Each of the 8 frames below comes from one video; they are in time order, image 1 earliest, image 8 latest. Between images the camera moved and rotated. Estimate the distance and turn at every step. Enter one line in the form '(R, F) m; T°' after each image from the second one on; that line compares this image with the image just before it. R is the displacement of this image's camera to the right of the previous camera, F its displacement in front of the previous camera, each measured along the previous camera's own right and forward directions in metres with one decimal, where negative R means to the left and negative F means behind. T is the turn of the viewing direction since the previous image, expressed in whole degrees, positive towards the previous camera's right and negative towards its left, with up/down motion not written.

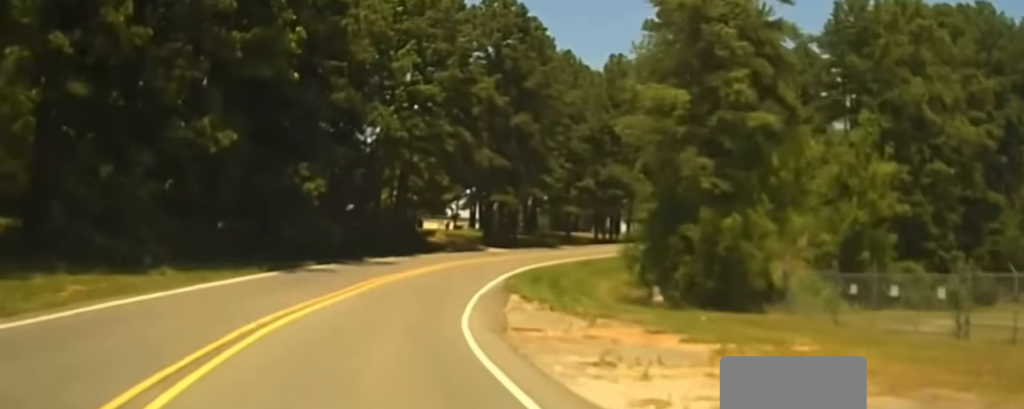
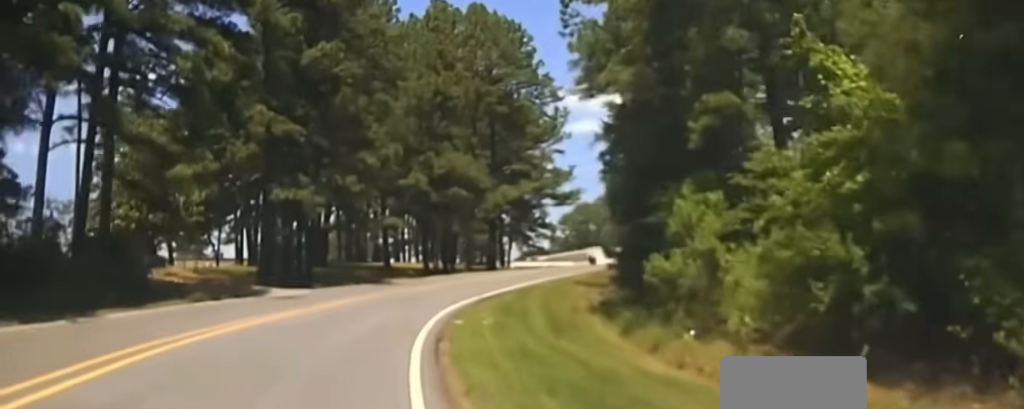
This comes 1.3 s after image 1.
(+4.1, +34.4) m; +15°
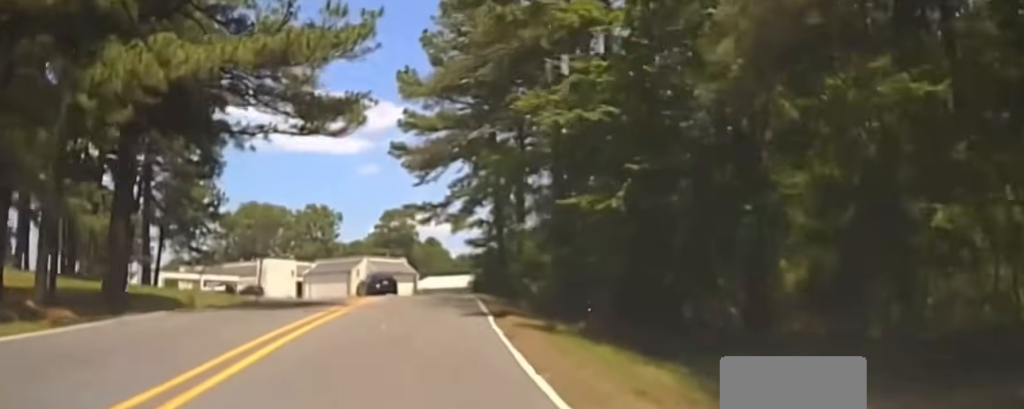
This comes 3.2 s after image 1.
(+8.4, +48.2) m; +17°
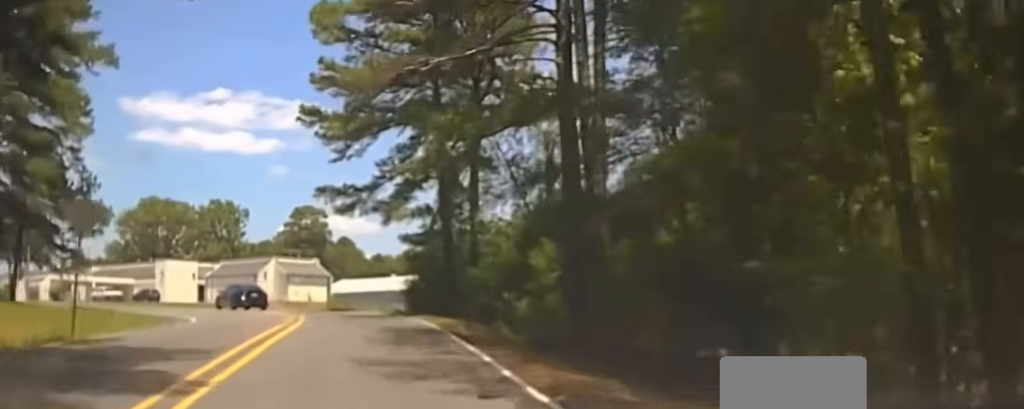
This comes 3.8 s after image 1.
(+0.8, +15.5) m; +3°
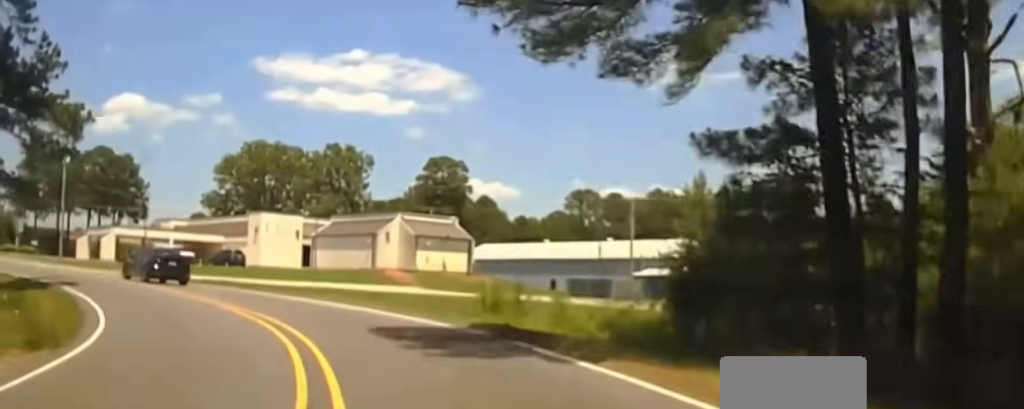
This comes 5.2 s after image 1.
(+0.6, +28.0) m; -6°
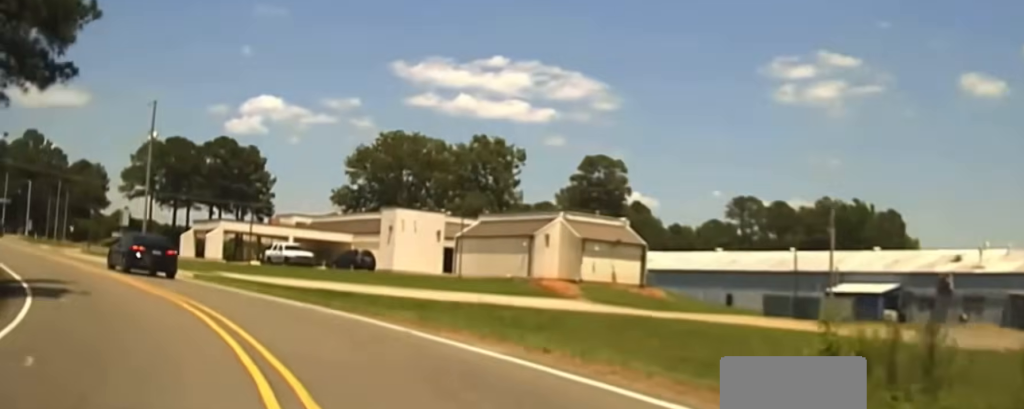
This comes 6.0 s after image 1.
(-1.5, +14.1) m; -11°
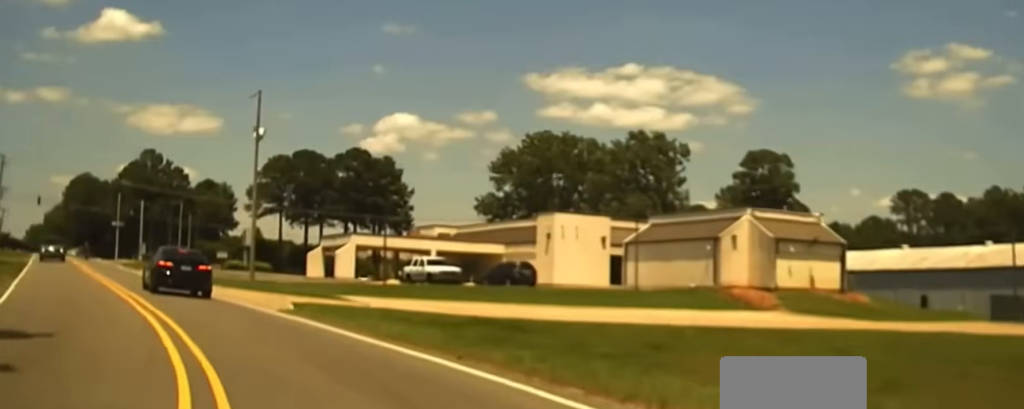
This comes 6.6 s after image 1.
(-0.7, +10.2) m; -9°
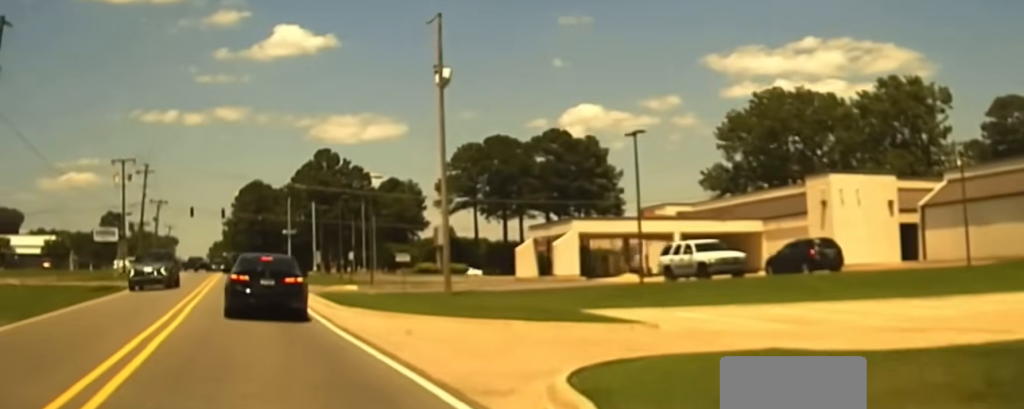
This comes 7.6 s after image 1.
(-1.5, +15.0) m; -13°
